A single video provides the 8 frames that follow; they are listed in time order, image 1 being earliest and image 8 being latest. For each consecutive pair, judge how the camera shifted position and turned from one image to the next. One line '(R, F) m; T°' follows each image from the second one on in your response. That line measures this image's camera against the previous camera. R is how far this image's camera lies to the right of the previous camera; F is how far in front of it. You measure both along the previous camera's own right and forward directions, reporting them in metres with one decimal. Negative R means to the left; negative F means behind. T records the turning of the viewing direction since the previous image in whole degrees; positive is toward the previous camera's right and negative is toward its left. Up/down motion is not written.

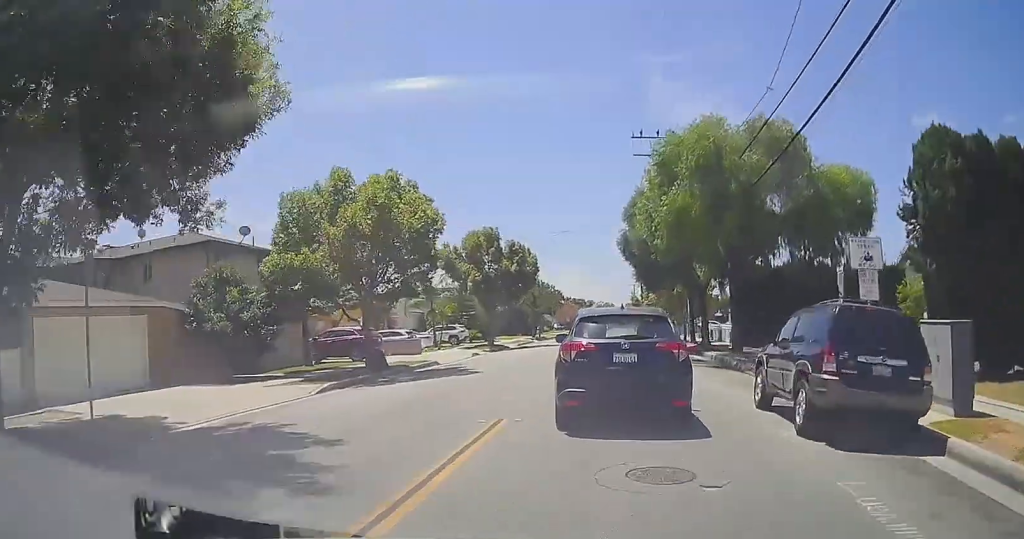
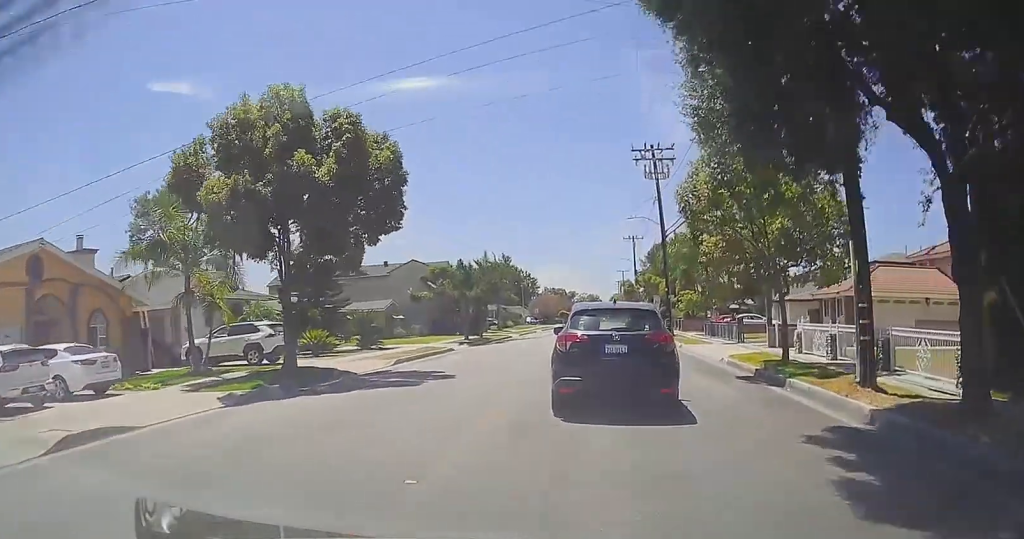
(+0.5, +28.8) m; +3°
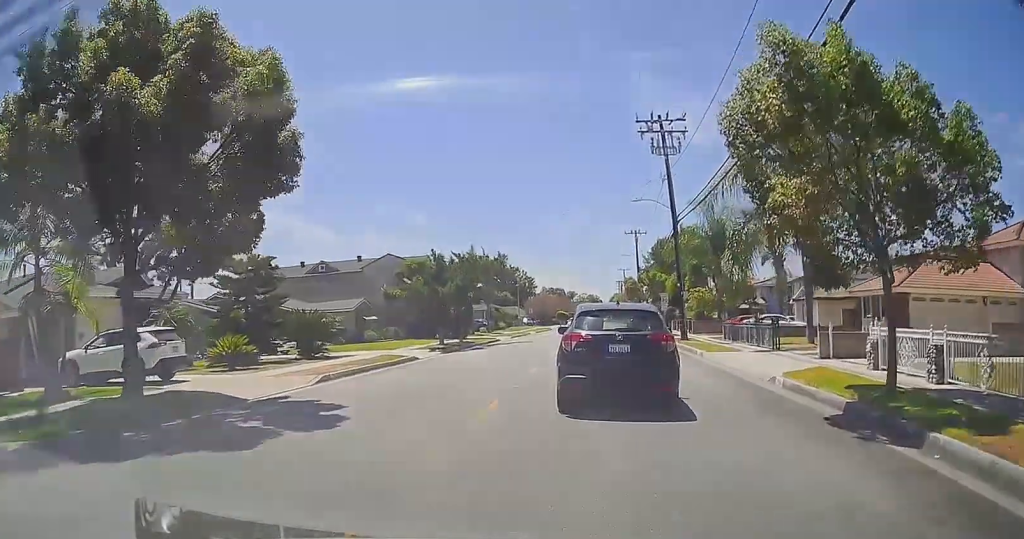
(+0.2, +7.5) m; +1°
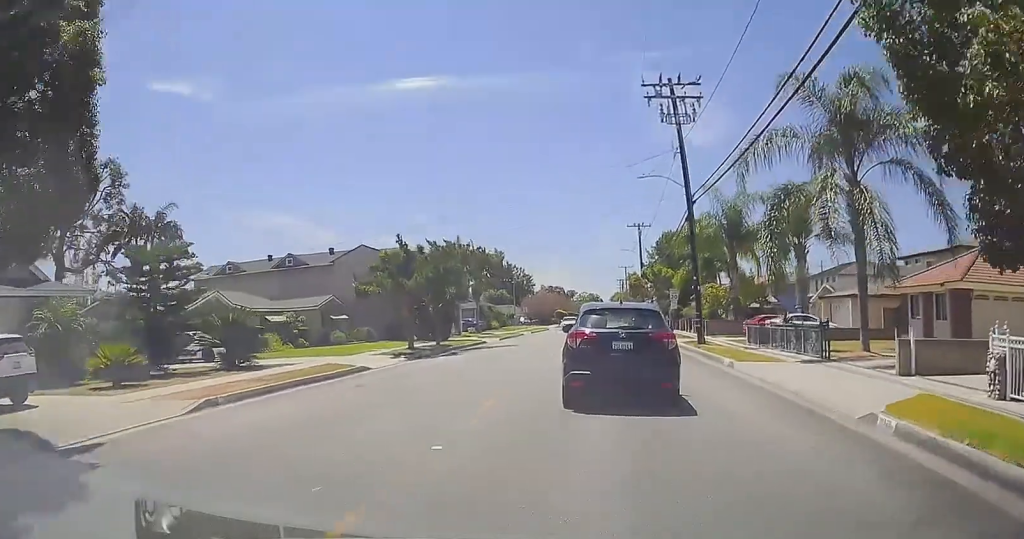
(-0.1, +6.3) m; 0°
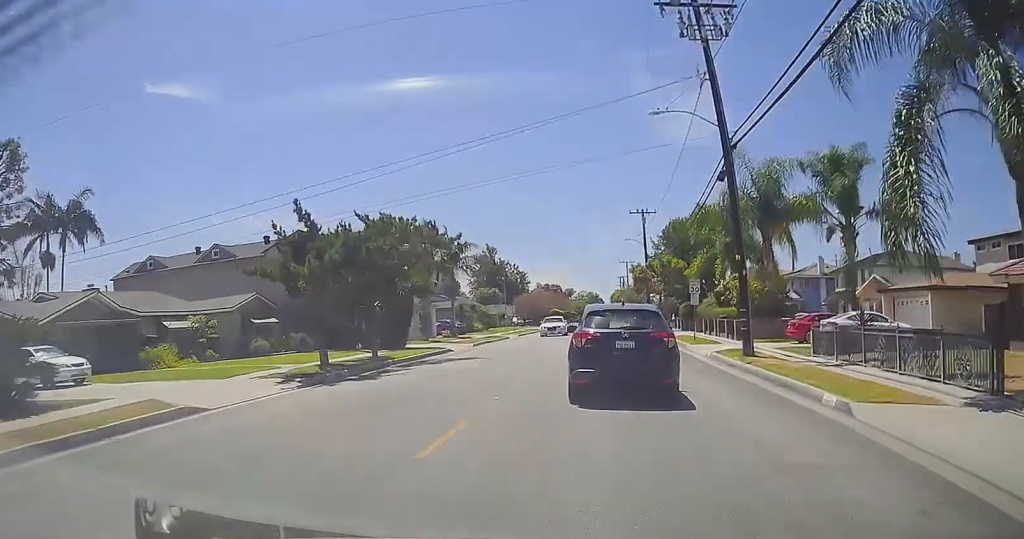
(-0.1, +10.5) m; -1°
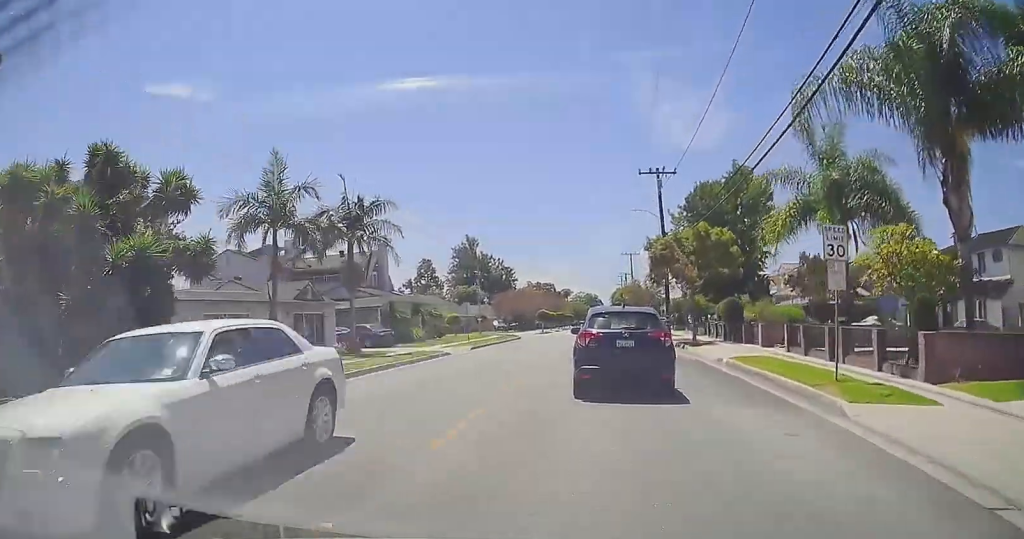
(-0.1, +21.6) m; -1°
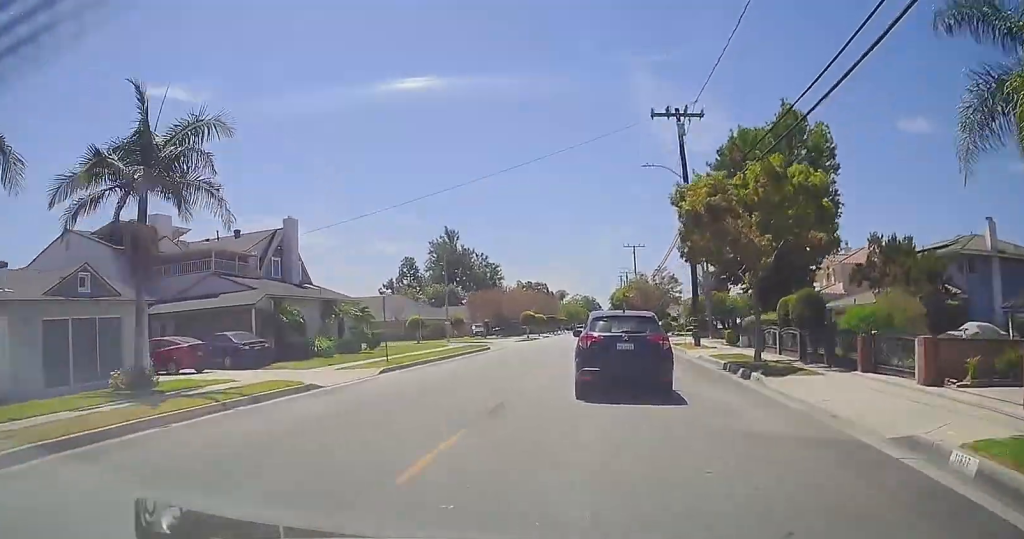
(-0.2, +15.6) m; -1°
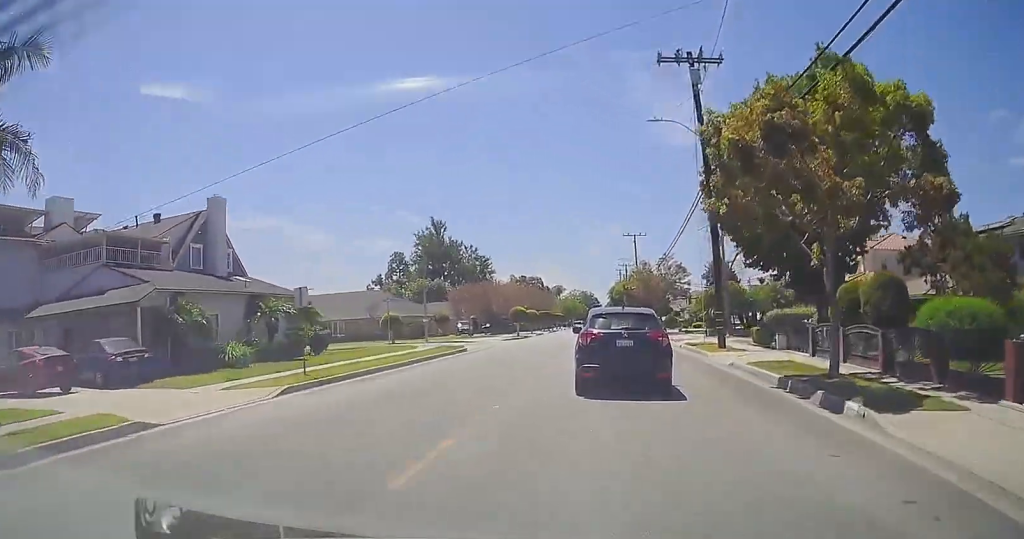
(0.0, +8.0) m; +1°
